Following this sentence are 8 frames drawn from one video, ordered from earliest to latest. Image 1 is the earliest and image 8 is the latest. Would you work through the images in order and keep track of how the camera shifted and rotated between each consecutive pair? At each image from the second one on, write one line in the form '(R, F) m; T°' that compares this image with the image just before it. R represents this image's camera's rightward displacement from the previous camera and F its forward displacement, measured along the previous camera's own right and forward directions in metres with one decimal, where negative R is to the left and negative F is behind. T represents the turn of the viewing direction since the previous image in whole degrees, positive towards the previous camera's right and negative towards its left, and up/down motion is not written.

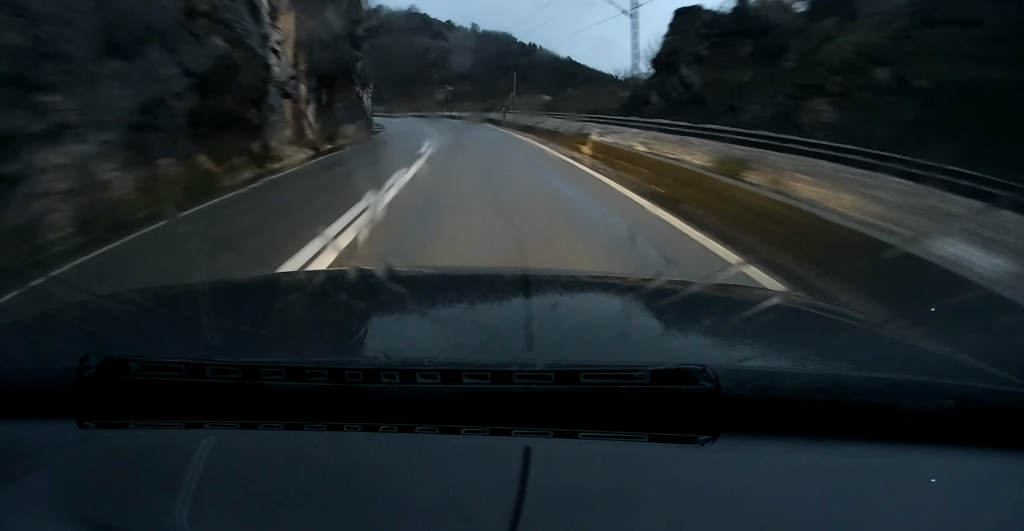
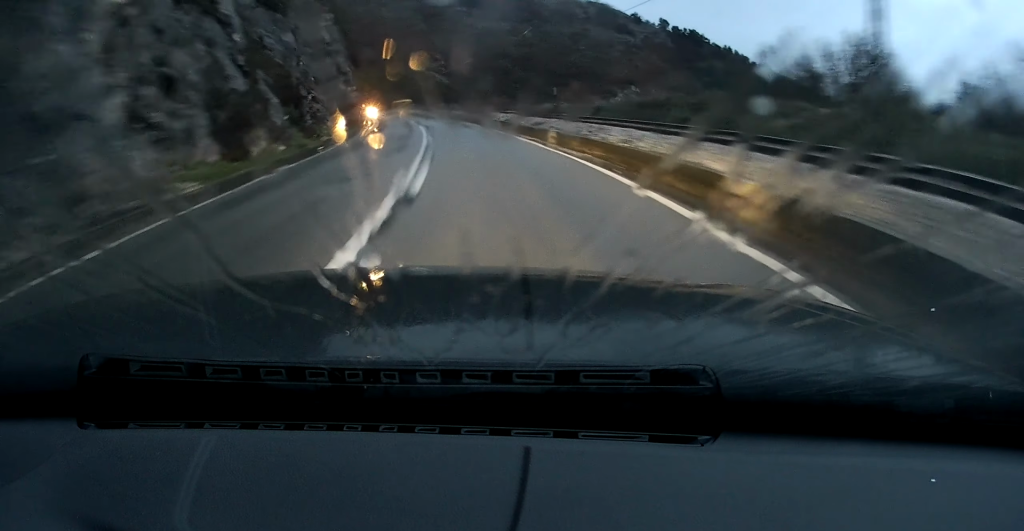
(-10.9, +88.6) m; -16°
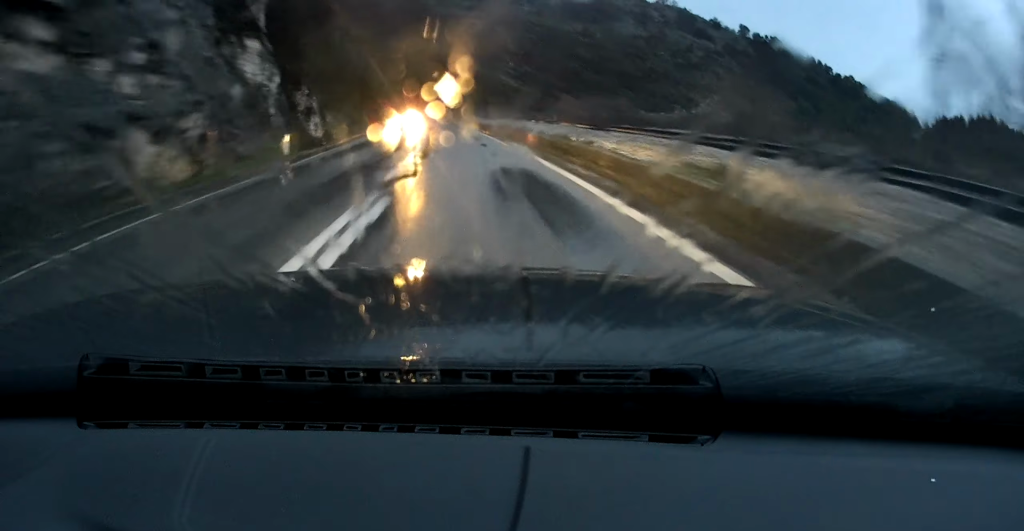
(-2.8, +37.4) m; -6°
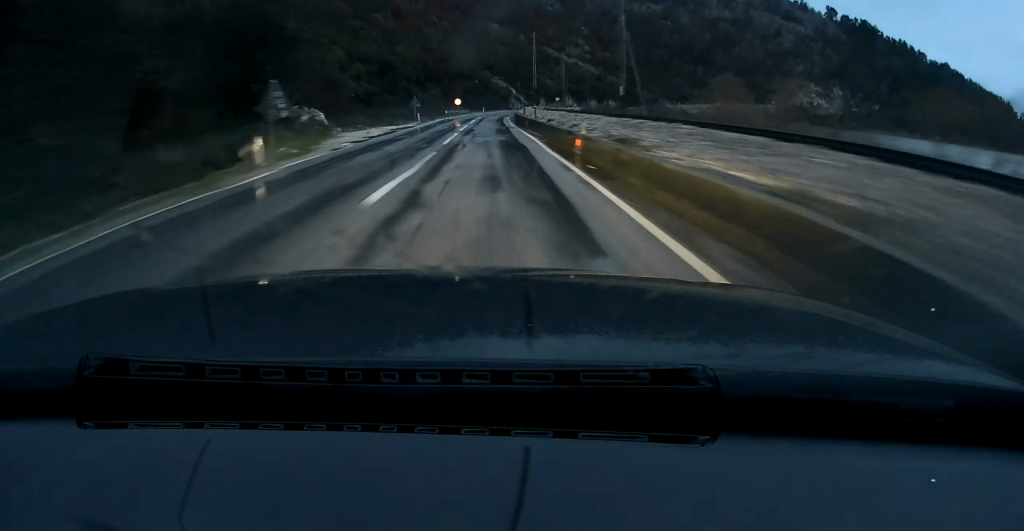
(-4.0, +58.5) m; -5°
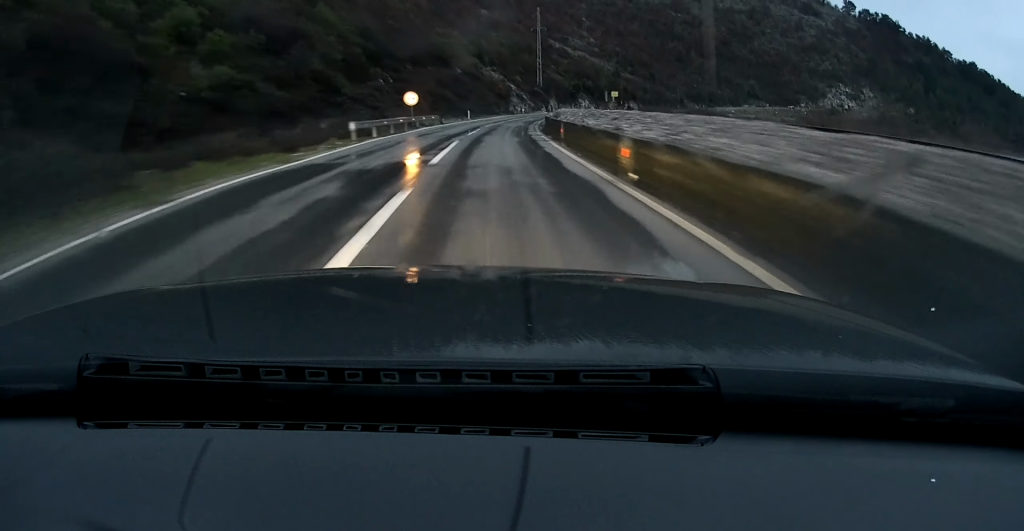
(-0.3, +54.7) m; +2°
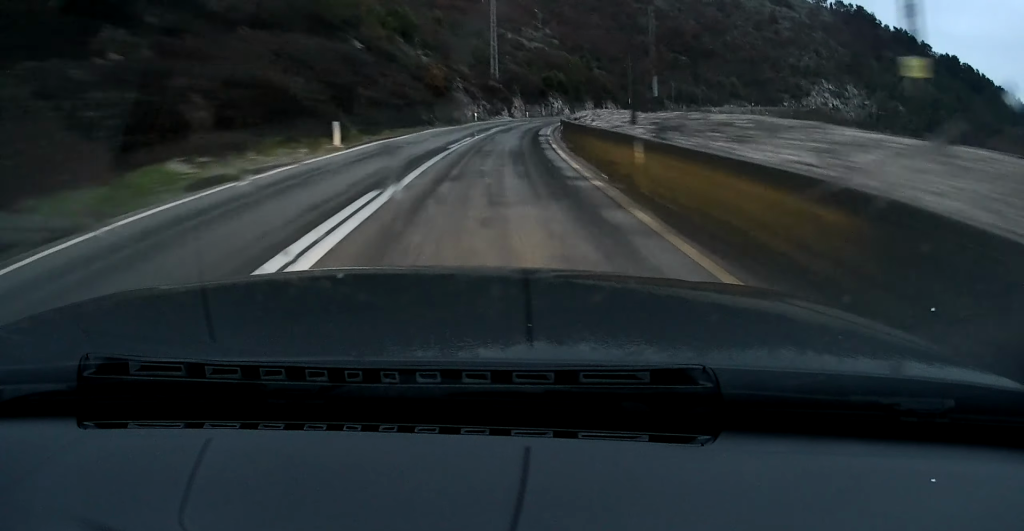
(+1.8, +44.5) m; +6°
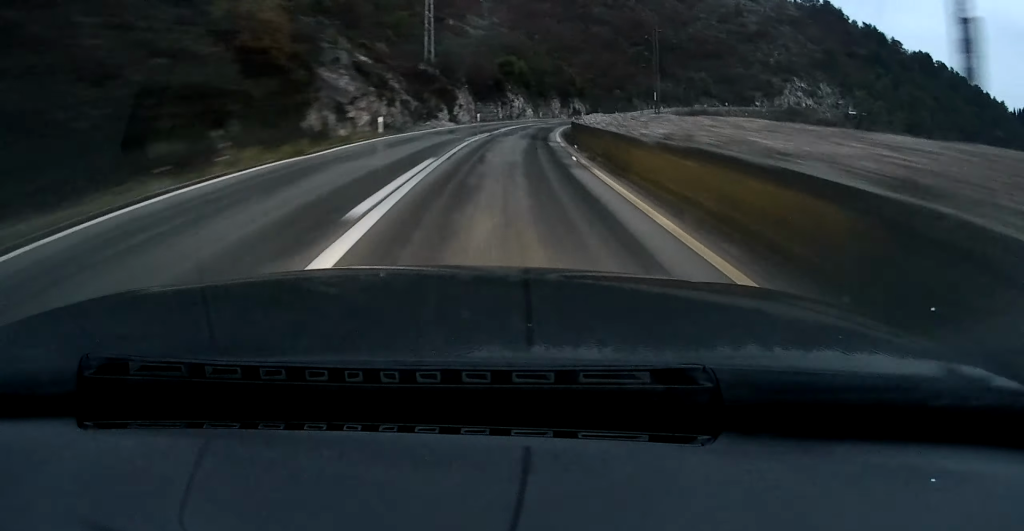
(+0.7, +31.2) m; +5°
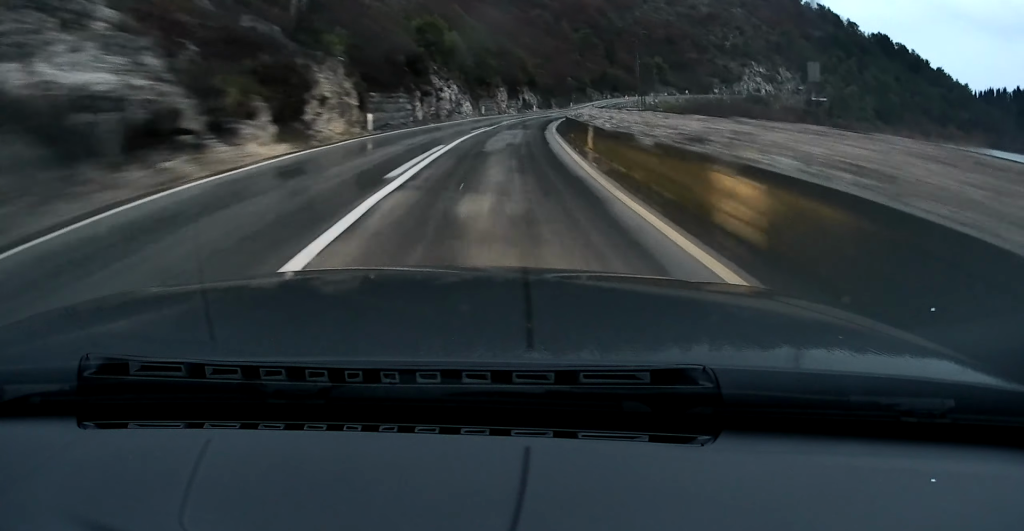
(+2.0, +29.2) m; +5°
